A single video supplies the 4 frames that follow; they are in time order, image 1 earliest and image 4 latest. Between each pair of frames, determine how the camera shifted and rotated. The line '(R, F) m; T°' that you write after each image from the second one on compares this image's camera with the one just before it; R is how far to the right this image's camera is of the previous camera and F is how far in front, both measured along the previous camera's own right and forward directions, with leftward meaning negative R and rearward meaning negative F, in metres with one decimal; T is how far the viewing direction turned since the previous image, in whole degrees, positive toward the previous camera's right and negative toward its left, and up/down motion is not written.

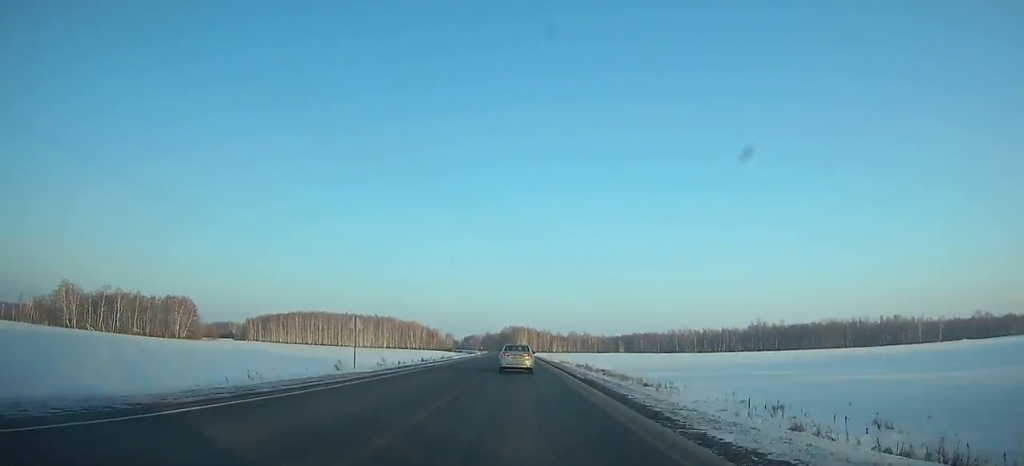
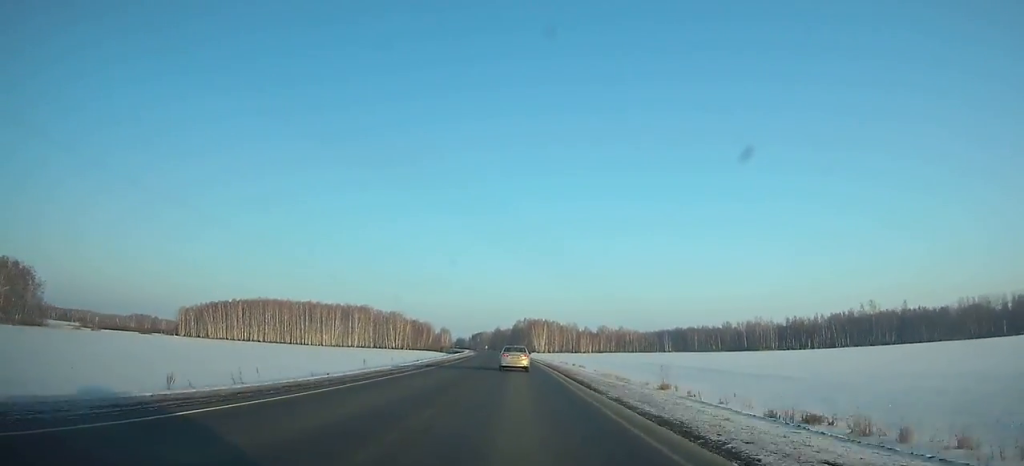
(-1.5, +129.4) m; -2°
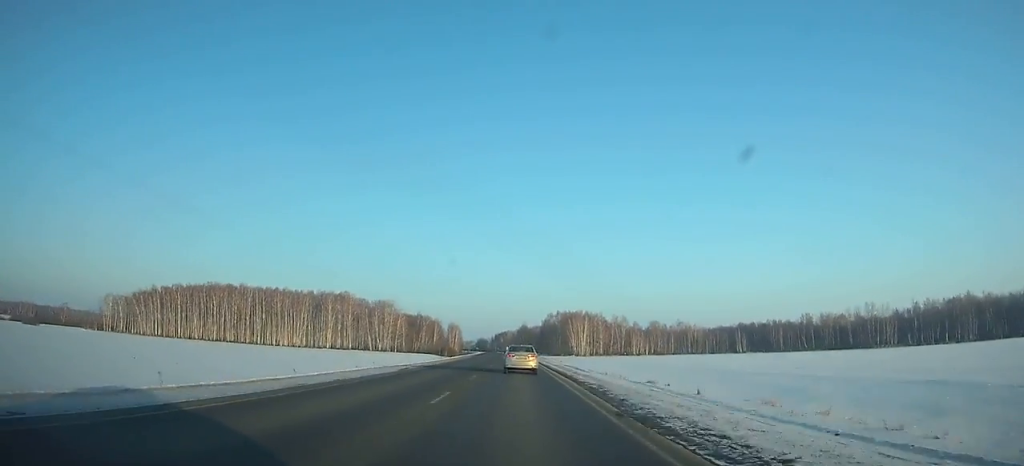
(-1.9, +98.1) m; -2°
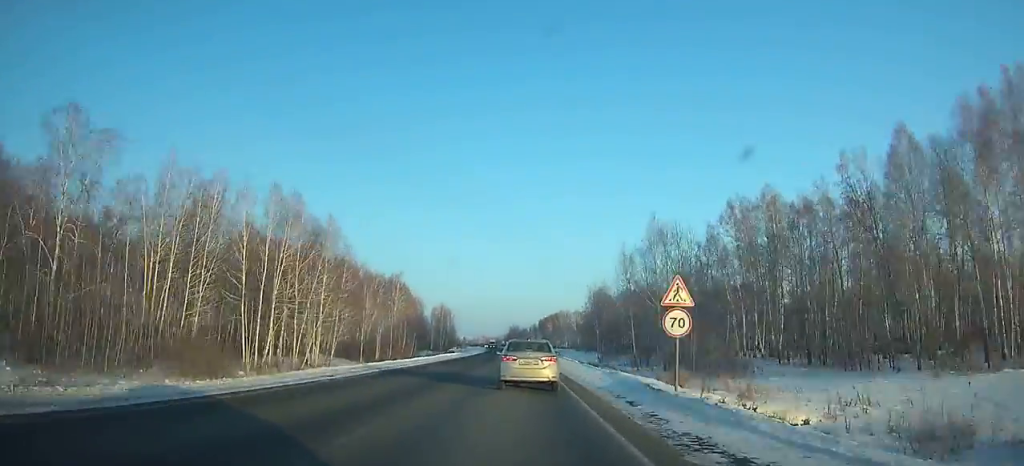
(-10.5, +258.0) m; -5°
